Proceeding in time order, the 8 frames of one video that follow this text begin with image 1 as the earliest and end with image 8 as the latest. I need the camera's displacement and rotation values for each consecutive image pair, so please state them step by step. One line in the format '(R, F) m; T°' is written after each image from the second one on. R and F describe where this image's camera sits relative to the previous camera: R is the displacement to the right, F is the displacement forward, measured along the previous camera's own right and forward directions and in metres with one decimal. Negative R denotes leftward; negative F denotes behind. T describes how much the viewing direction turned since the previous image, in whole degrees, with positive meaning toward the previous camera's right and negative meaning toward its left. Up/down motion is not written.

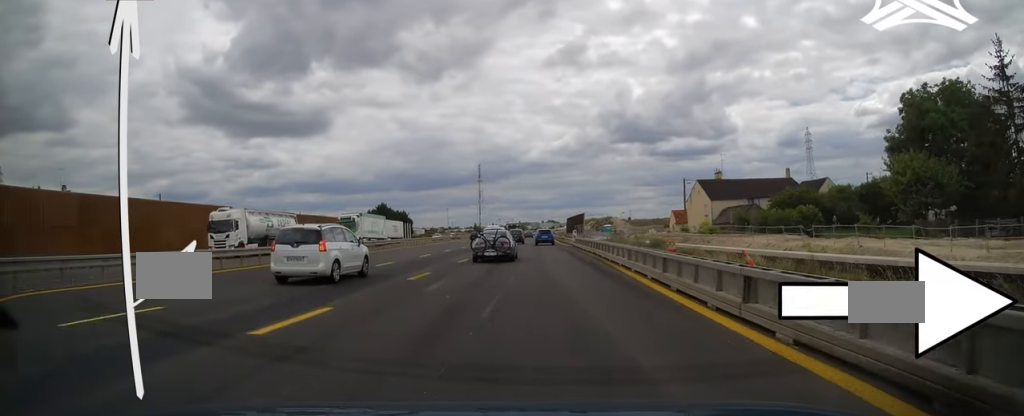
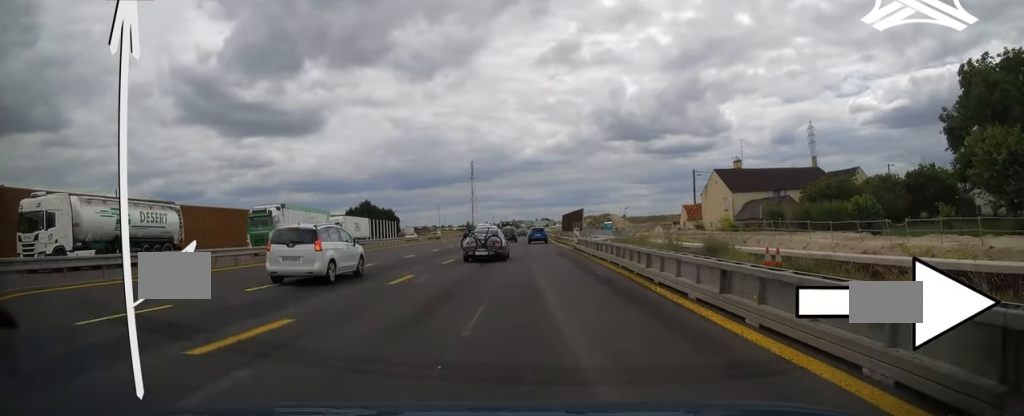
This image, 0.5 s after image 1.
(0.0, +11.1) m; 0°
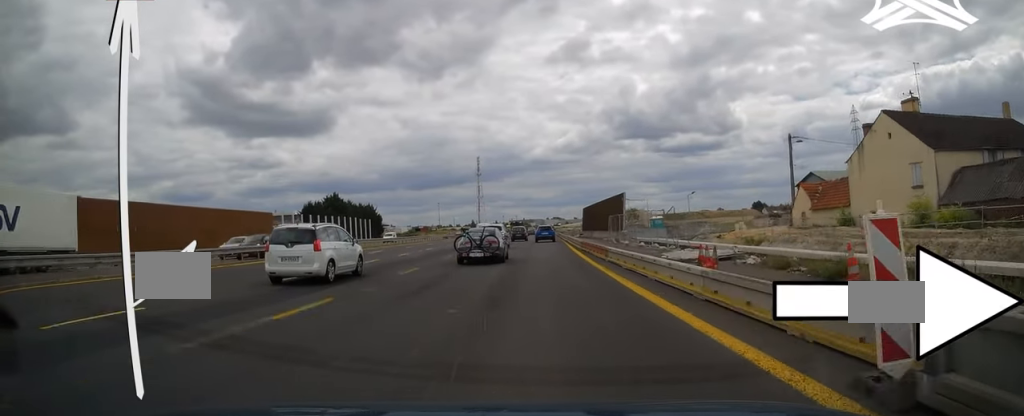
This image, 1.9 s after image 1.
(+0.5, +35.5) m; +1°
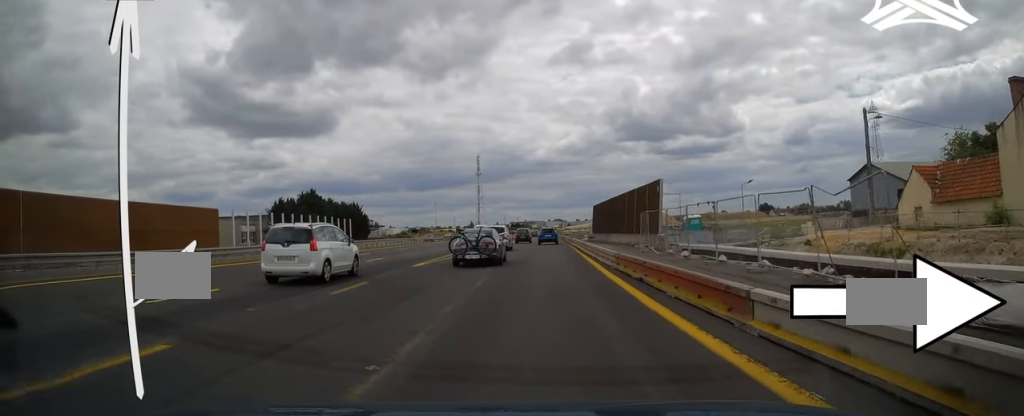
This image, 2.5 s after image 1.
(0.0, +15.4) m; 0°
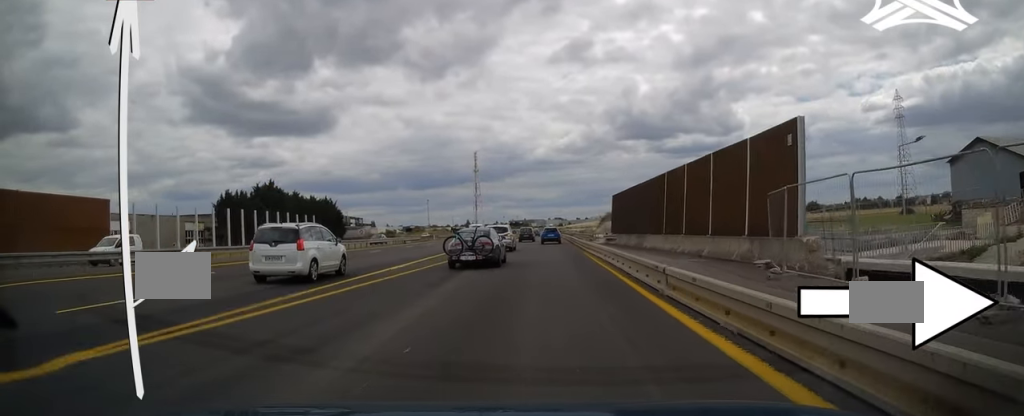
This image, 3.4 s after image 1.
(-0.1, +20.1) m; 0°
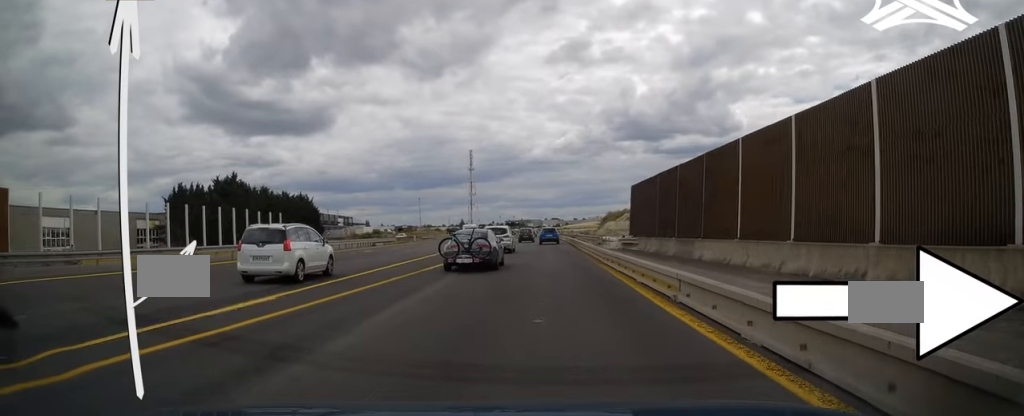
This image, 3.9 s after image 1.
(0.0, +12.8) m; 0°
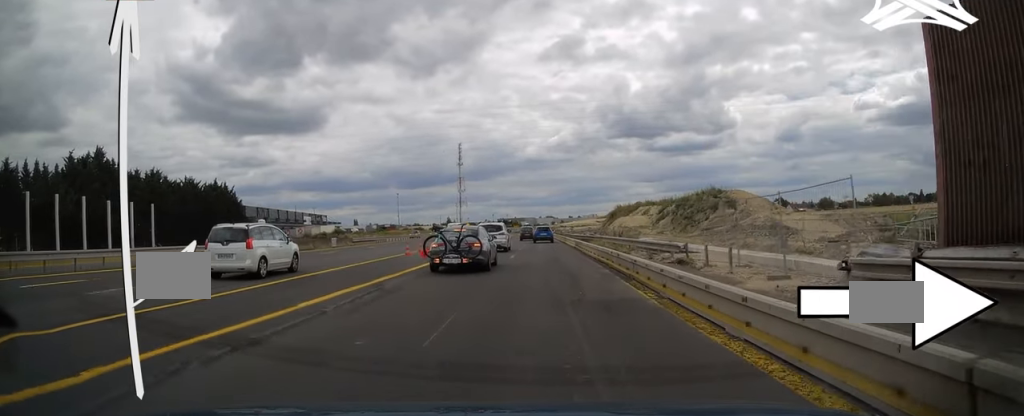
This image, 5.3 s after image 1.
(-0.1, +32.0) m; 0°
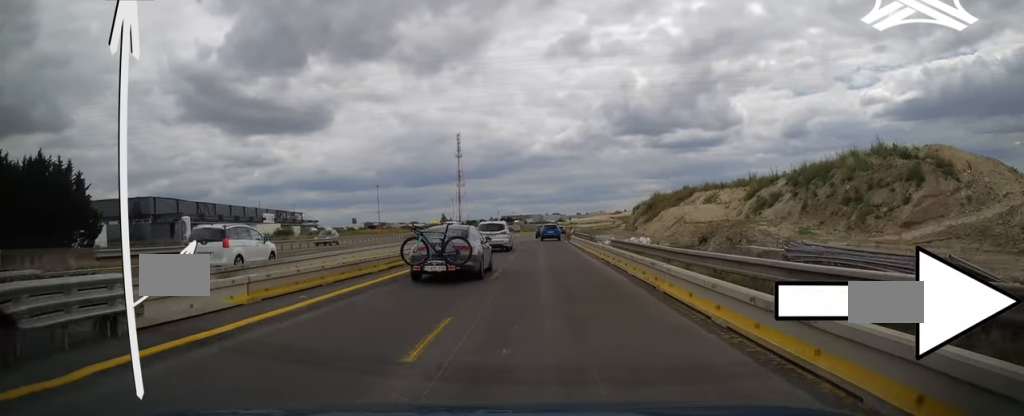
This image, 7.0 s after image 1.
(+0.2, +39.4) m; 0°
